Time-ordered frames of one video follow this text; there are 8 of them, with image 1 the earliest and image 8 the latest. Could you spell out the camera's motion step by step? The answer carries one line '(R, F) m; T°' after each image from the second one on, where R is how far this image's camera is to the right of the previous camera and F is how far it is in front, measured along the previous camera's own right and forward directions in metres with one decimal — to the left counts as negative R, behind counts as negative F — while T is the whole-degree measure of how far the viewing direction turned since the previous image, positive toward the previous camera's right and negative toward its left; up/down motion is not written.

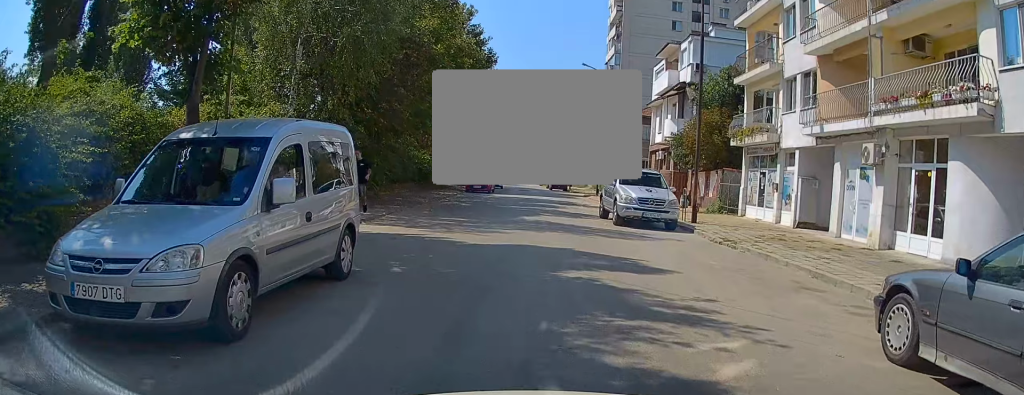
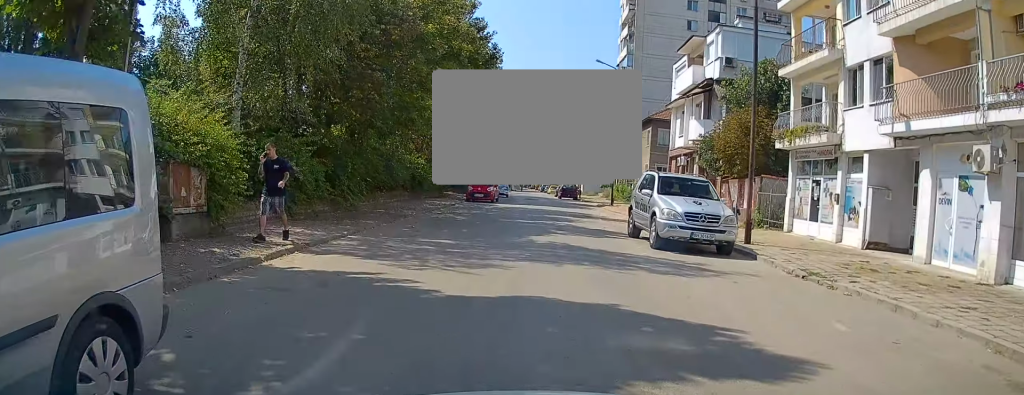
(0.0, +4.5) m; 0°
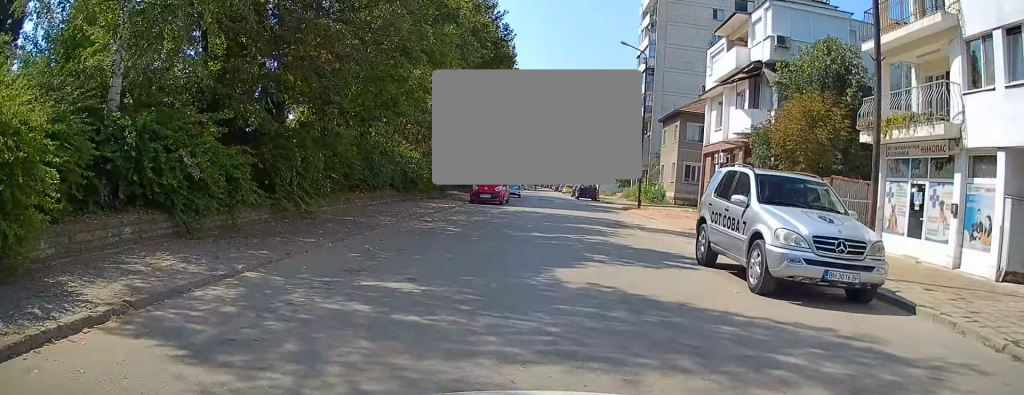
(-0.1, +6.1) m; +1°
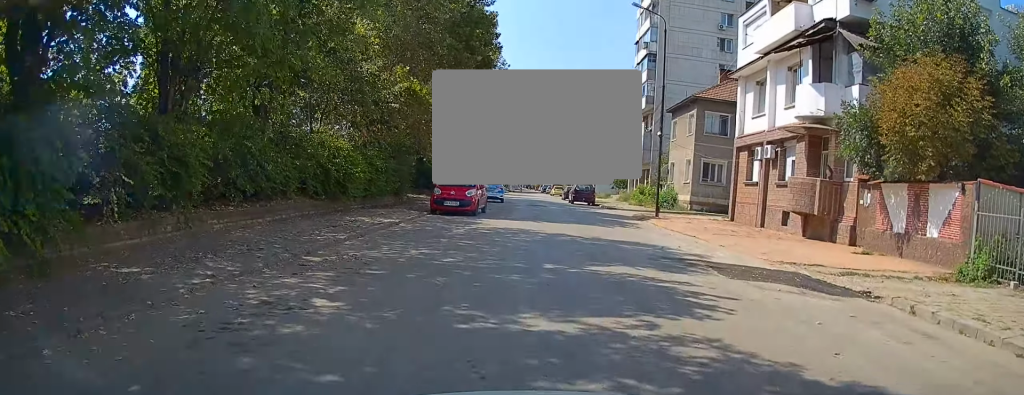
(+0.3, +9.8) m; +4°
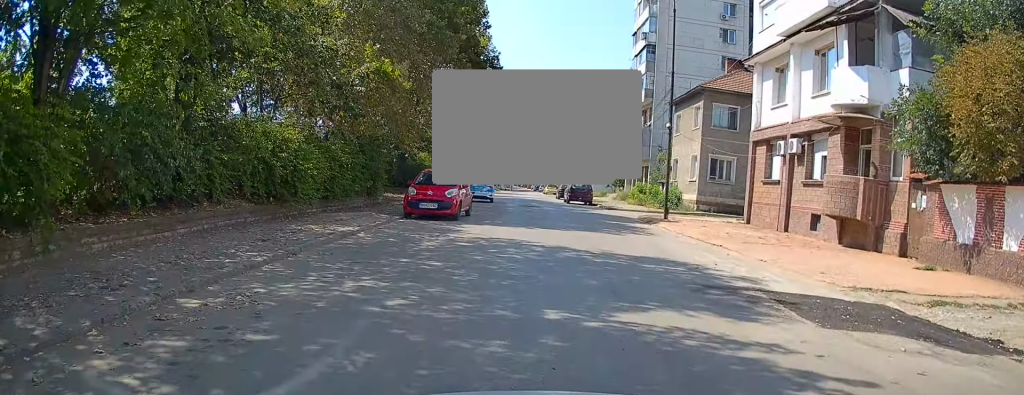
(+0.1, +3.9) m; +1°
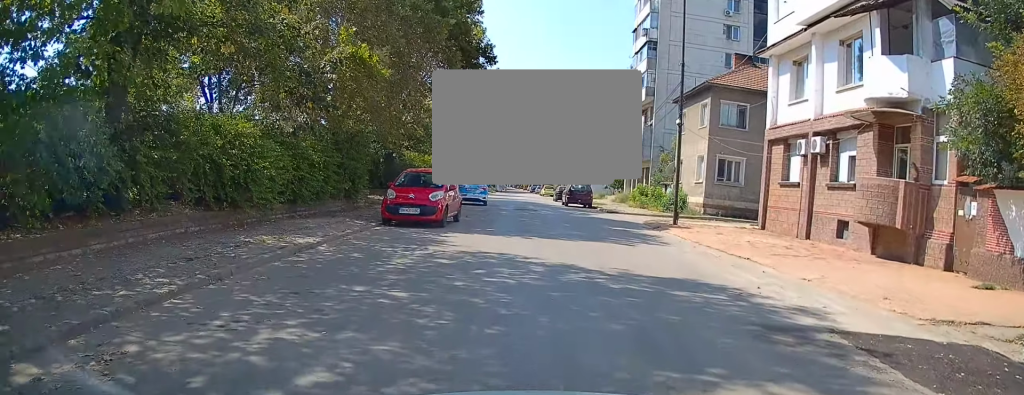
(+0.1, +2.7) m; 0°
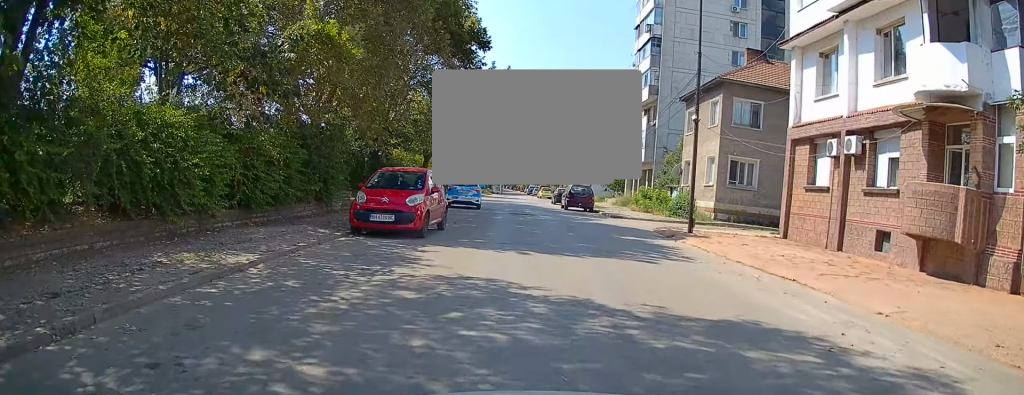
(-0.1, +3.0) m; -2°
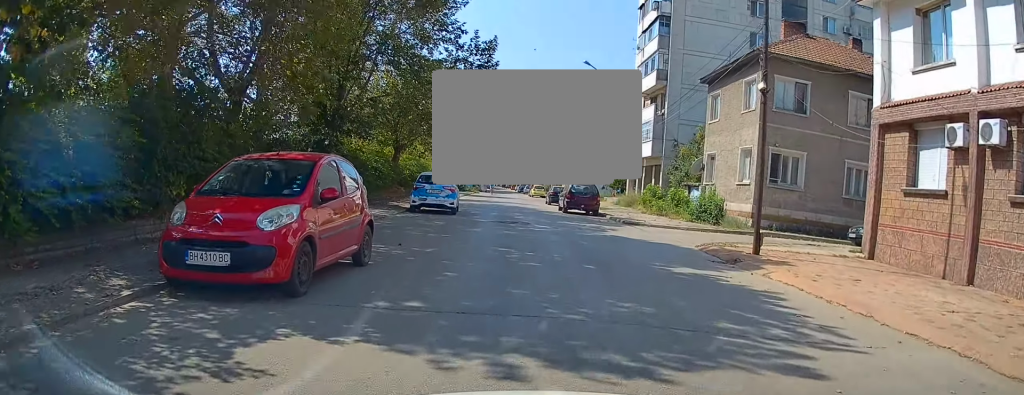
(-0.2, +6.3) m; 0°
